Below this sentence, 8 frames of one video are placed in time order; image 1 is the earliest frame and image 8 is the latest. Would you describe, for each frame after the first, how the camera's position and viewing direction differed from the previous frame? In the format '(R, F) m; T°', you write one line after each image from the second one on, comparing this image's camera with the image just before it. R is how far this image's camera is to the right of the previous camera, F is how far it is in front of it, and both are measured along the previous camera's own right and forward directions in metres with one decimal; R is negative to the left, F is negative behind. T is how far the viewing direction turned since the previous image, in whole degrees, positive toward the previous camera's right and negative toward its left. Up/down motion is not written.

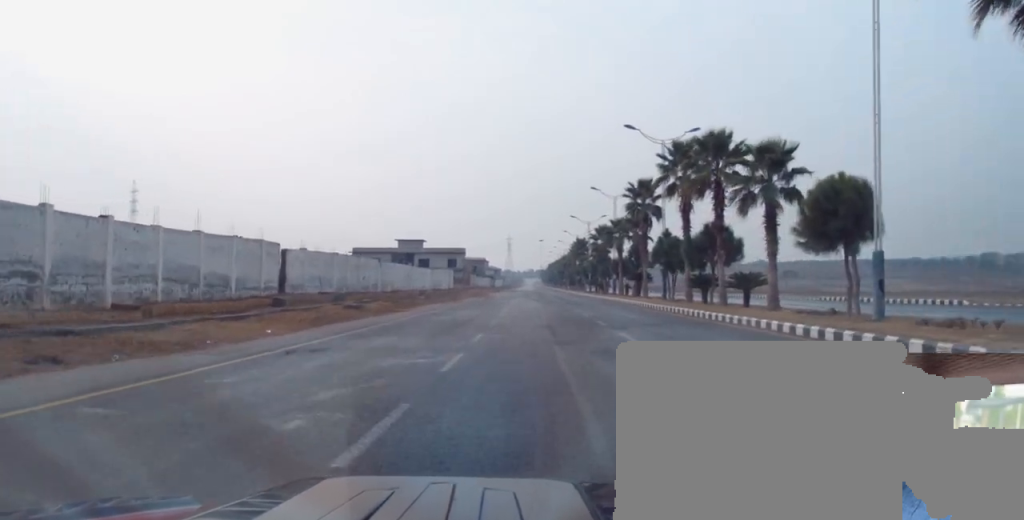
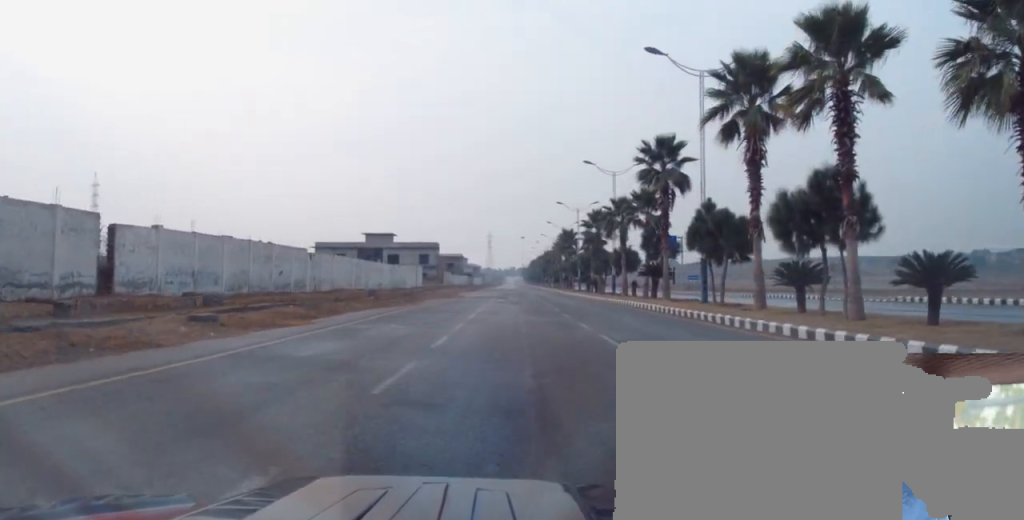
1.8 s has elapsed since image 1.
(-0.2, +15.0) m; -1°
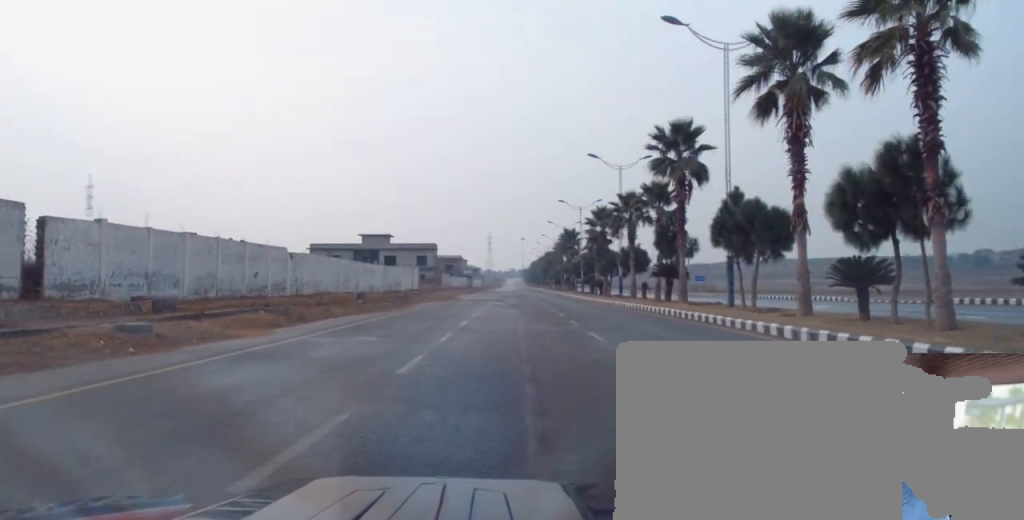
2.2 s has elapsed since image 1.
(+0.1, +4.1) m; 0°
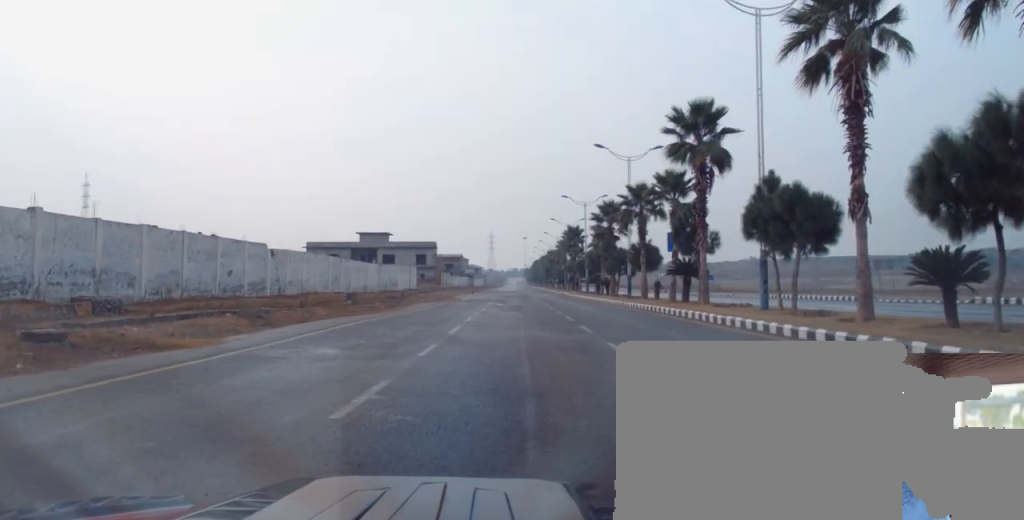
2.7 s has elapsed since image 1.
(-0.1, +3.5) m; 0°
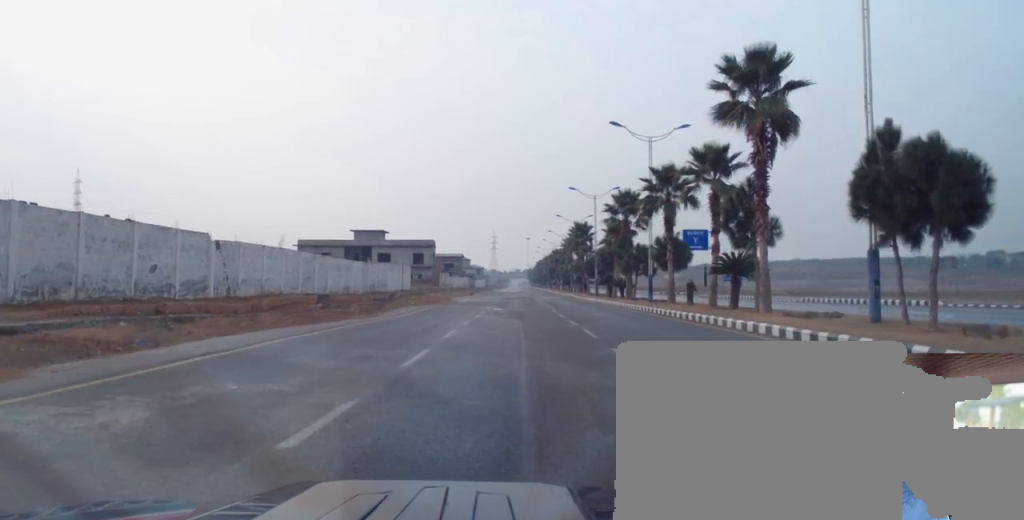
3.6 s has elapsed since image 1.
(0.0, +7.5) m; 0°
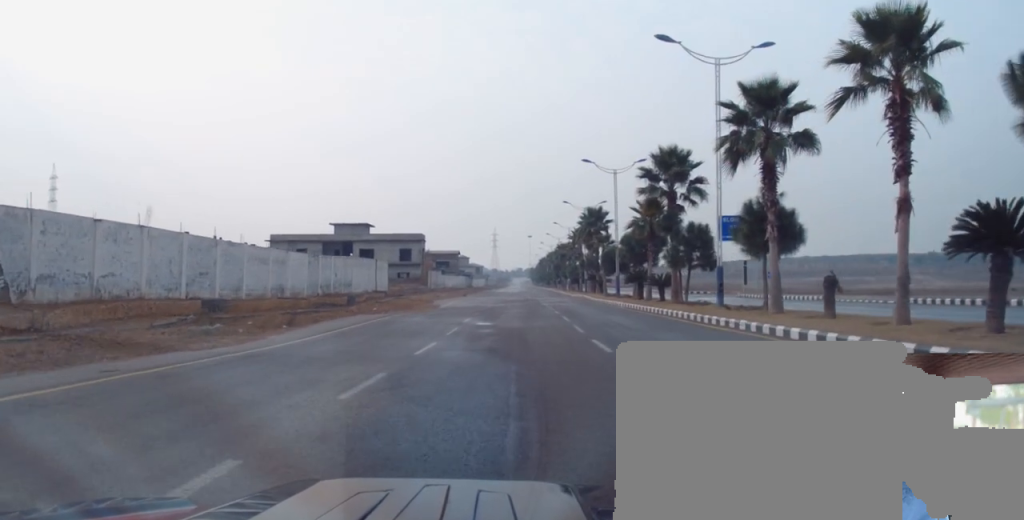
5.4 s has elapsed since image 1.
(-0.4, +15.4) m; -4°
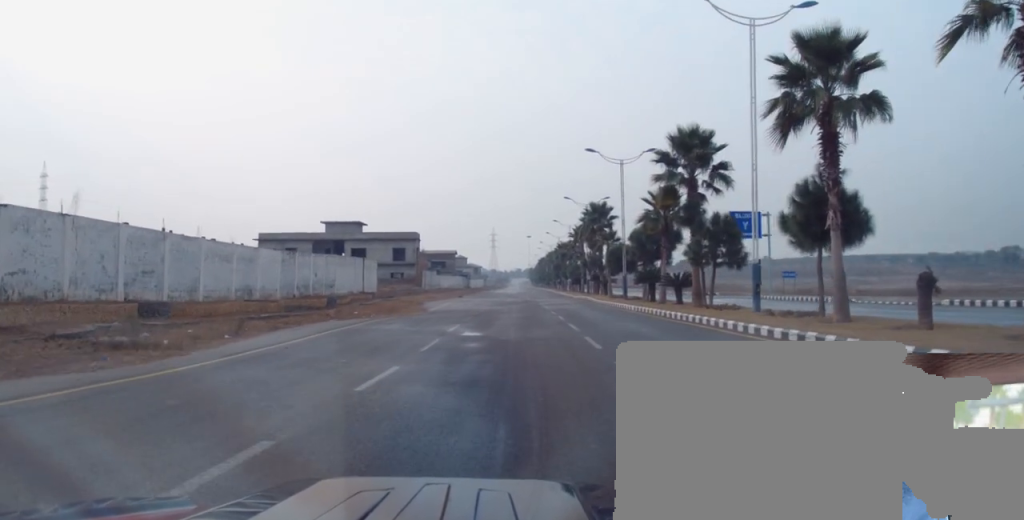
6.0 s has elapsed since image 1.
(-0.1, +4.7) m; 0°
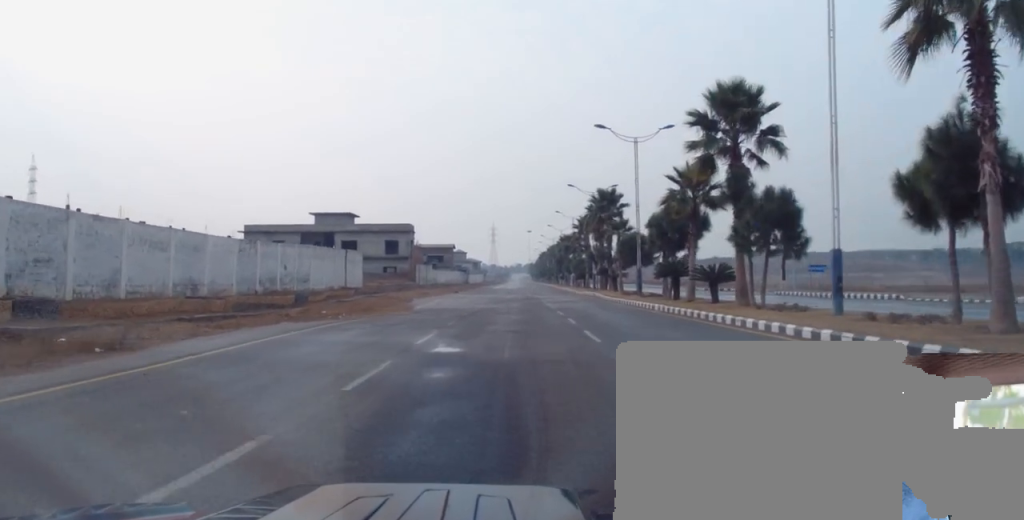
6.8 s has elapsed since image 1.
(0.0, +6.4) m; +2°
